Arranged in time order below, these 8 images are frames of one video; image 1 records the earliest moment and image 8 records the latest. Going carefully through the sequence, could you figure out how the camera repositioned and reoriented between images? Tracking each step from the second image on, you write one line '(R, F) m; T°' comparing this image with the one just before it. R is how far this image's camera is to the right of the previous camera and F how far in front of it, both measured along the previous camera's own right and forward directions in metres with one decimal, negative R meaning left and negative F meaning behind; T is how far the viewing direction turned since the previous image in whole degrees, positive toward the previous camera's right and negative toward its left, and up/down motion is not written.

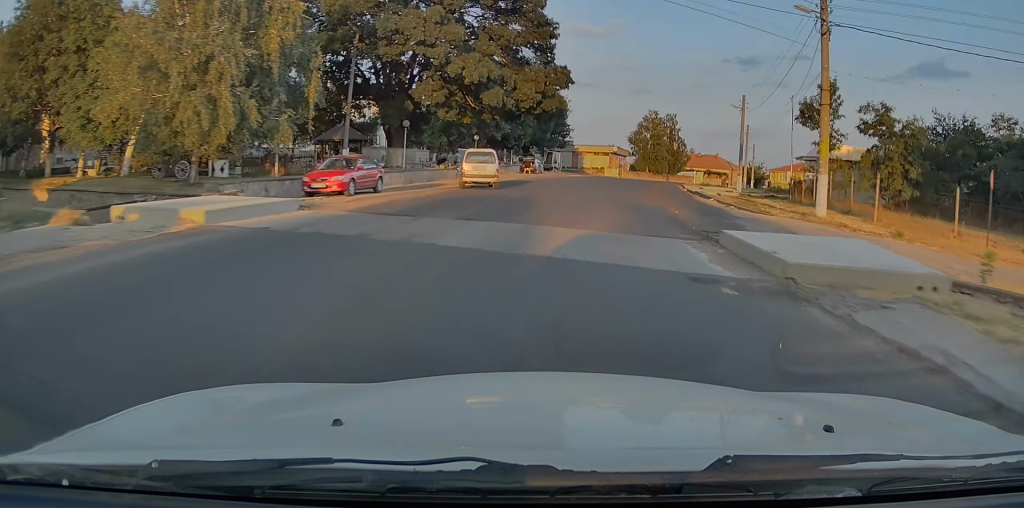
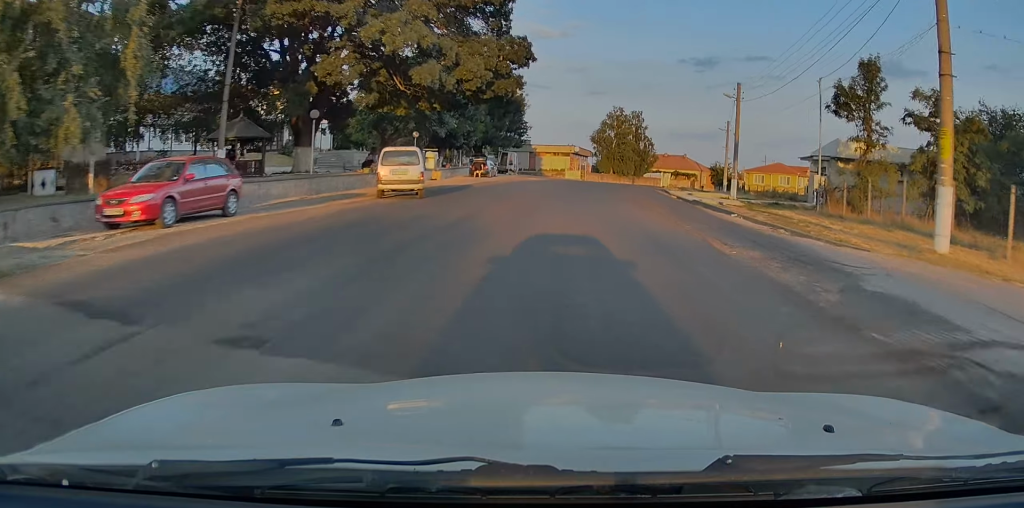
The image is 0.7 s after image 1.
(+0.3, +9.2) m; +3°
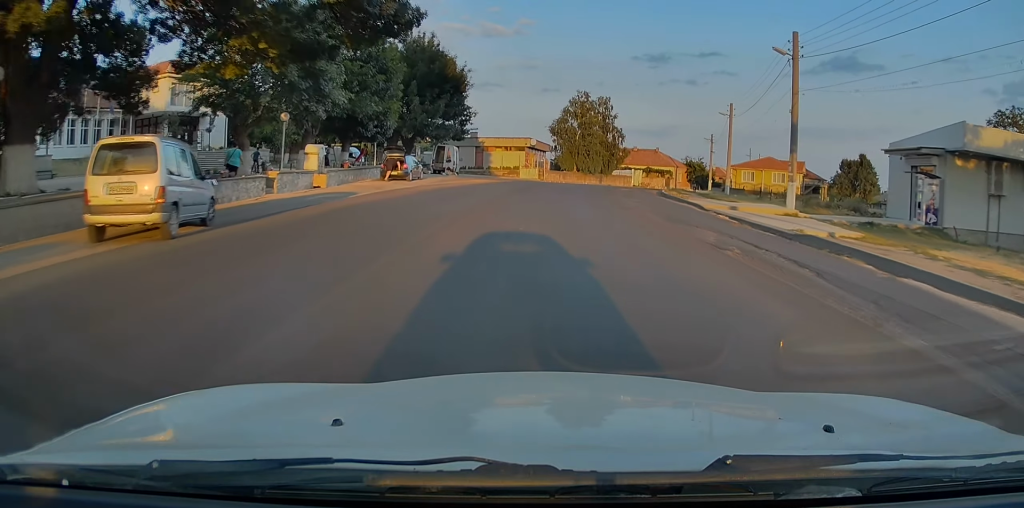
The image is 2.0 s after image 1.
(+0.6, +16.7) m; +3°
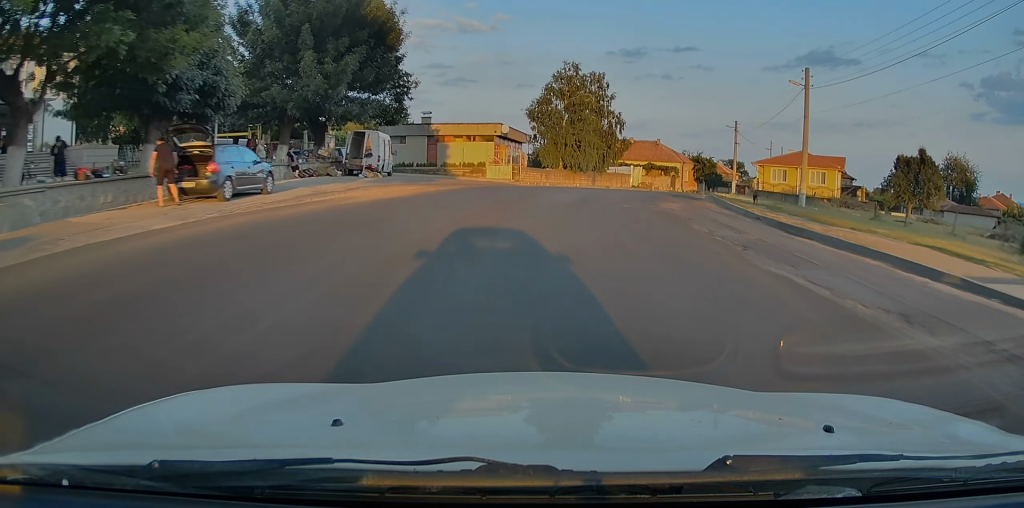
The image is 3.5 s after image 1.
(+0.5, +19.7) m; +4°
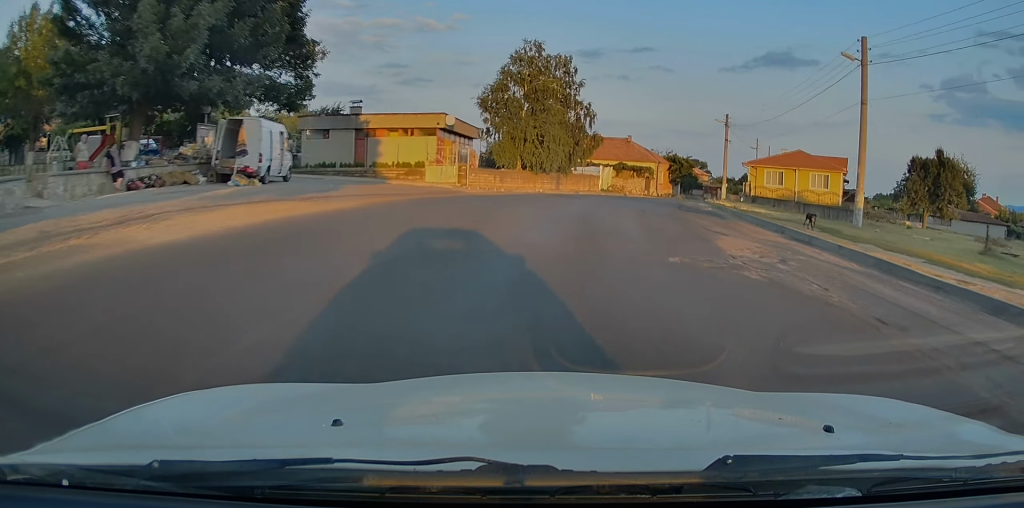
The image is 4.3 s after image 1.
(+0.3, +11.0) m; +3°
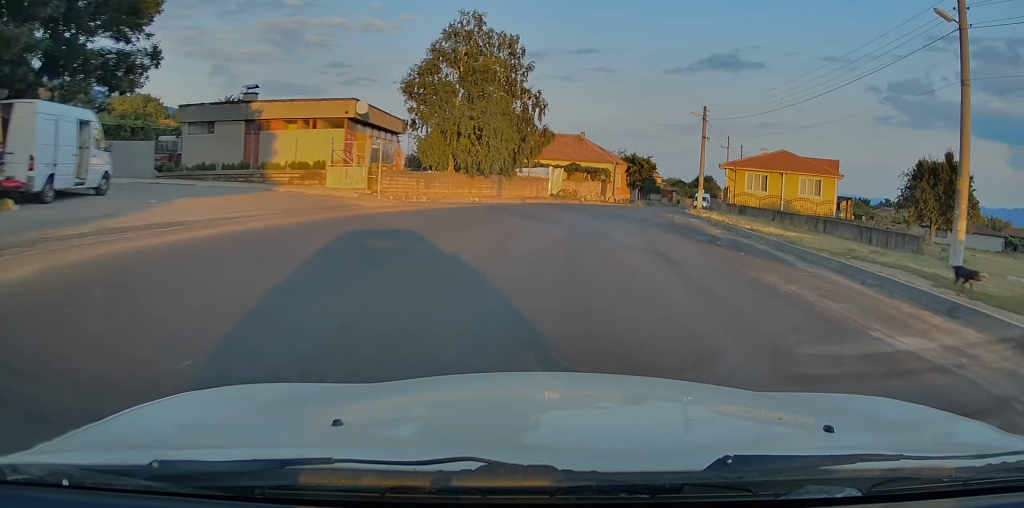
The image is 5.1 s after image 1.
(-0.1, +10.1) m; +4°
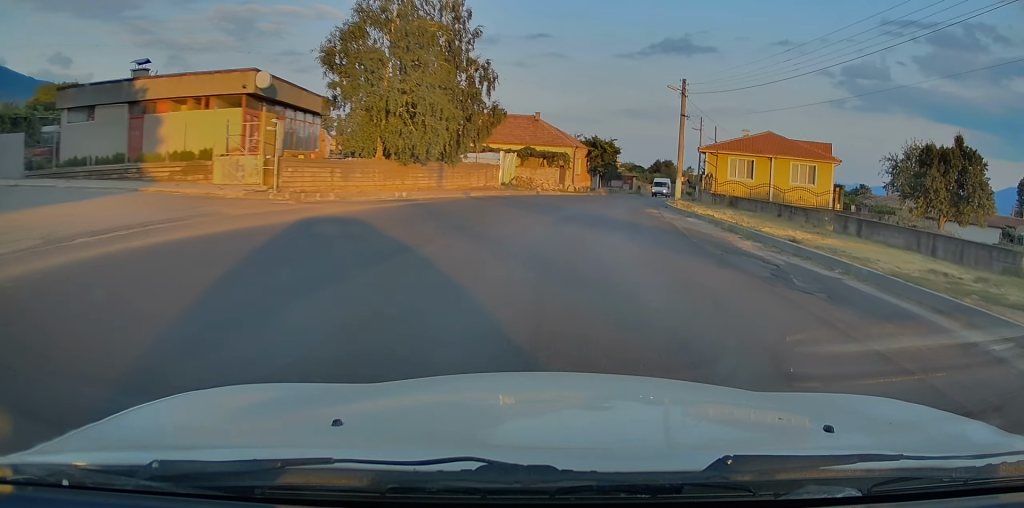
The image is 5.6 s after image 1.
(+0.5, +7.5) m; +4°
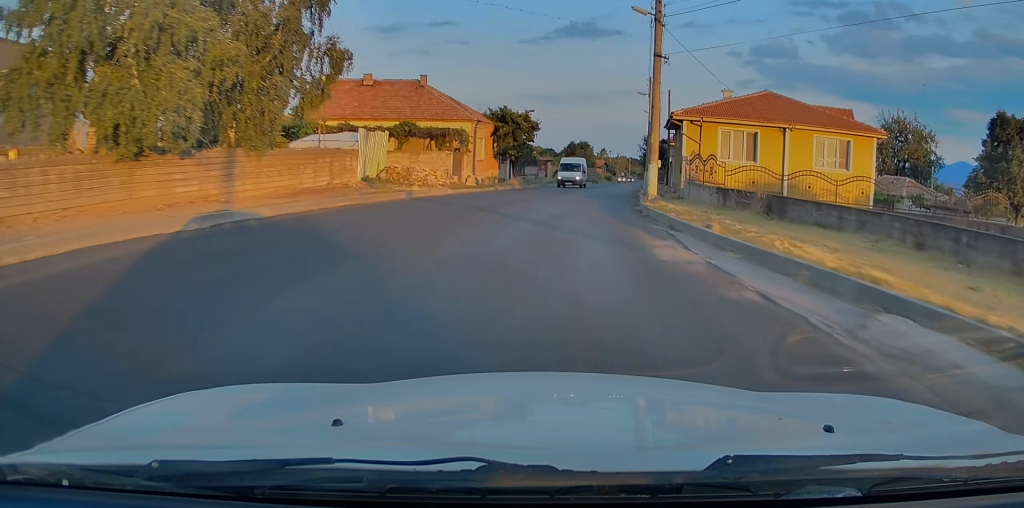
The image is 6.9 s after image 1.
(+1.3, +17.2) m; +9°
